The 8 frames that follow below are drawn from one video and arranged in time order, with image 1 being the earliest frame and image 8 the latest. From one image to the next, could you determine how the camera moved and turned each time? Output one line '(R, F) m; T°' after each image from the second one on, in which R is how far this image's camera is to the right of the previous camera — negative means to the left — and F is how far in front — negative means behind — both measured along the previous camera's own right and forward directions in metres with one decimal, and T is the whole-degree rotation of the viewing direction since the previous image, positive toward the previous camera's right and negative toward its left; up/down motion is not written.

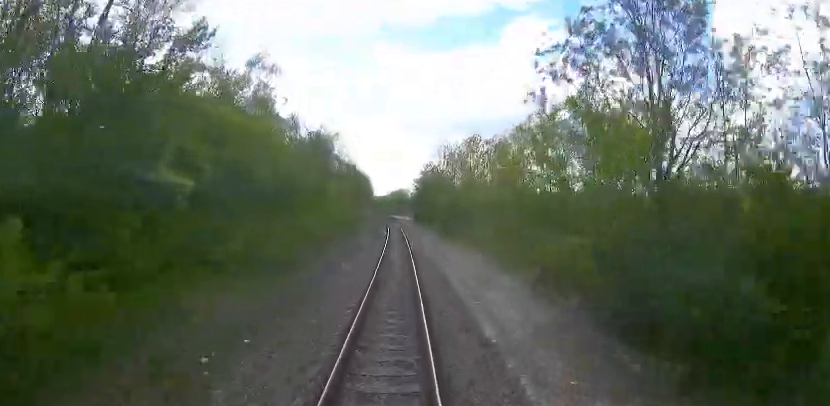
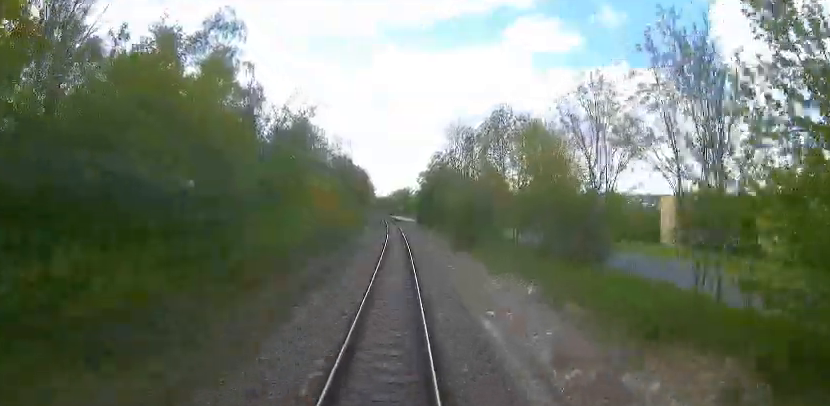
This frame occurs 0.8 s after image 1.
(-0.2, +9.6) m; +1°
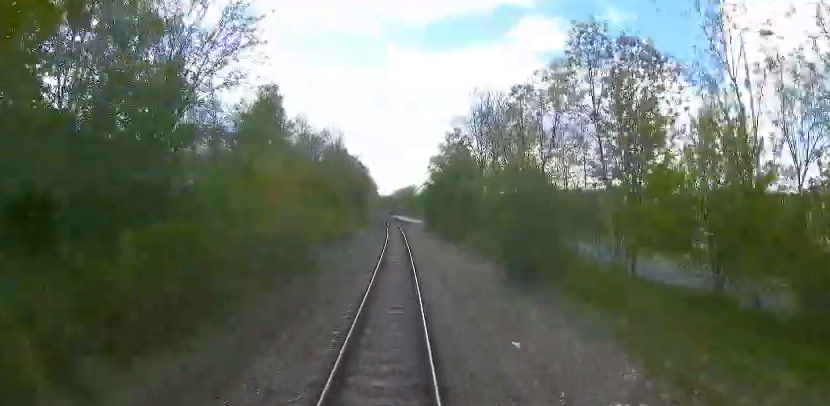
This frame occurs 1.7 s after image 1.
(+0.3, +12.1) m; +2°
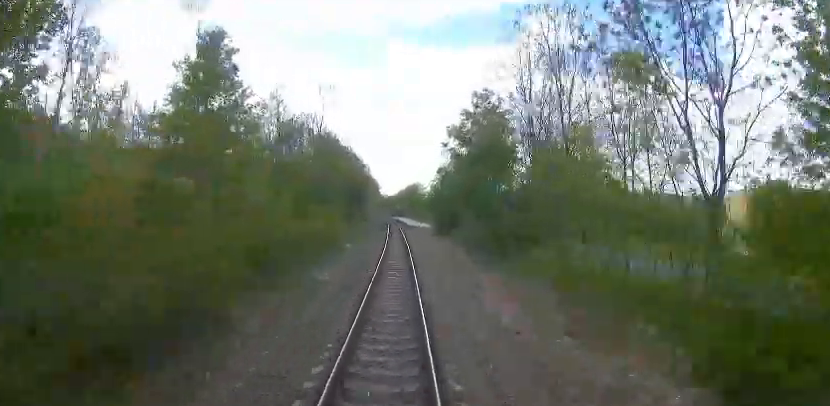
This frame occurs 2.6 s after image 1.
(+0.2, +11.0) m; 0°
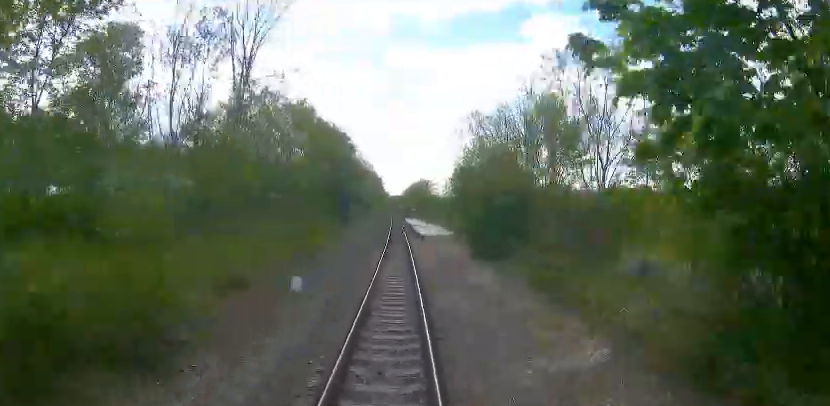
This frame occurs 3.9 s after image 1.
(-0.4, +16.1) m; -3°
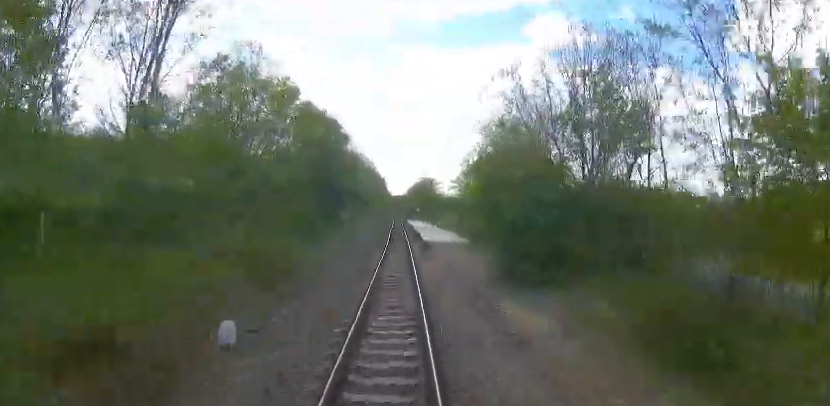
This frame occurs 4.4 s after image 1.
(0.0, +6.3) m; -1°
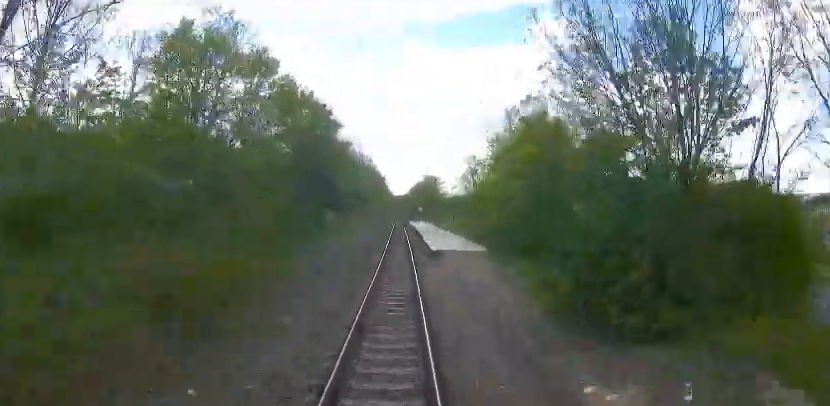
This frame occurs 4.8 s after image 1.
(-0.2, +5.5) m; -1°
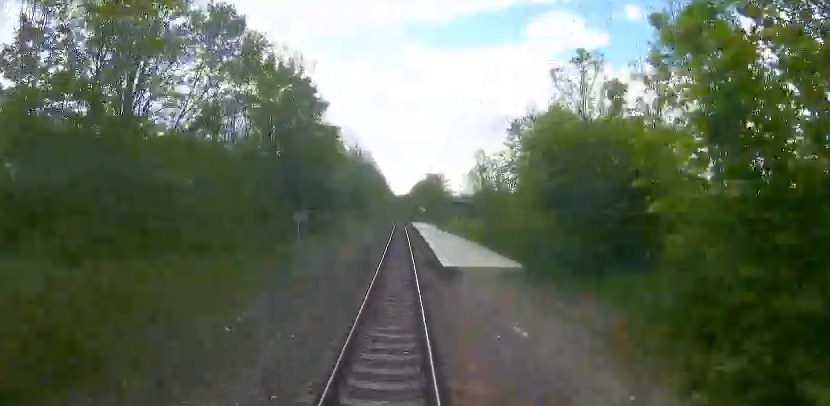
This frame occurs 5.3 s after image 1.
(-0.1, +5.9) m; -1°
